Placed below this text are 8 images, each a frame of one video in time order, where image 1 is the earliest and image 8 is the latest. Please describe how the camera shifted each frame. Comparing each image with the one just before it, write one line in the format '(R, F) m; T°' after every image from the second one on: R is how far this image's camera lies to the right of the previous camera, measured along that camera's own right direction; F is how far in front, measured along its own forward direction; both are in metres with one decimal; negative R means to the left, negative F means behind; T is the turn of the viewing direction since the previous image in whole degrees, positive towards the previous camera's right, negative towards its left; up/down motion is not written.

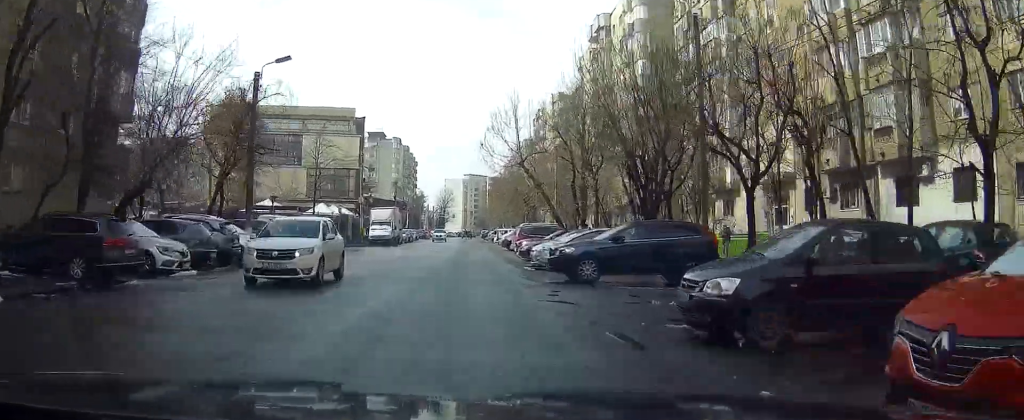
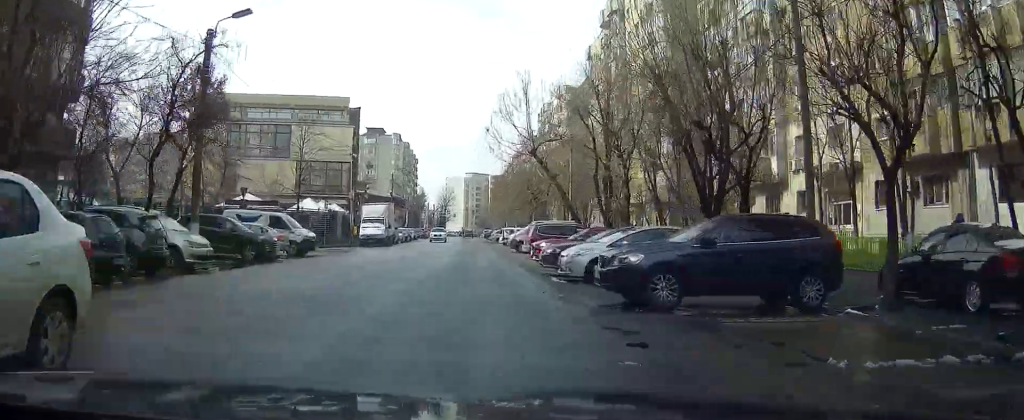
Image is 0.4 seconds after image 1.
(0.0, +6.6) m; 0°
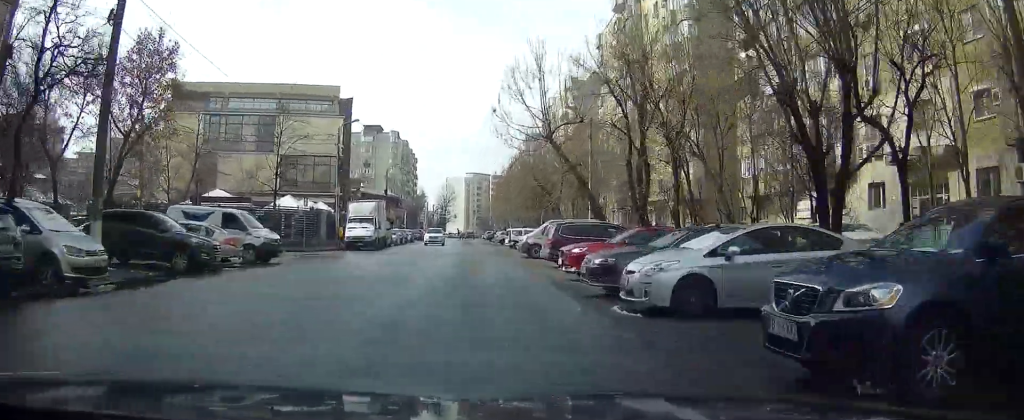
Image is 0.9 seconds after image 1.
(+0.1, +7.1) m; +1°
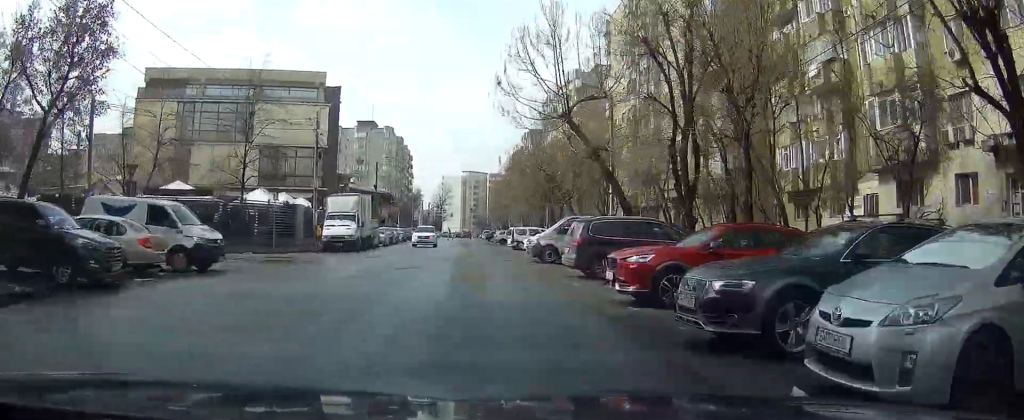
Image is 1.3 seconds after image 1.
(0.0, +6.6) m; +1°
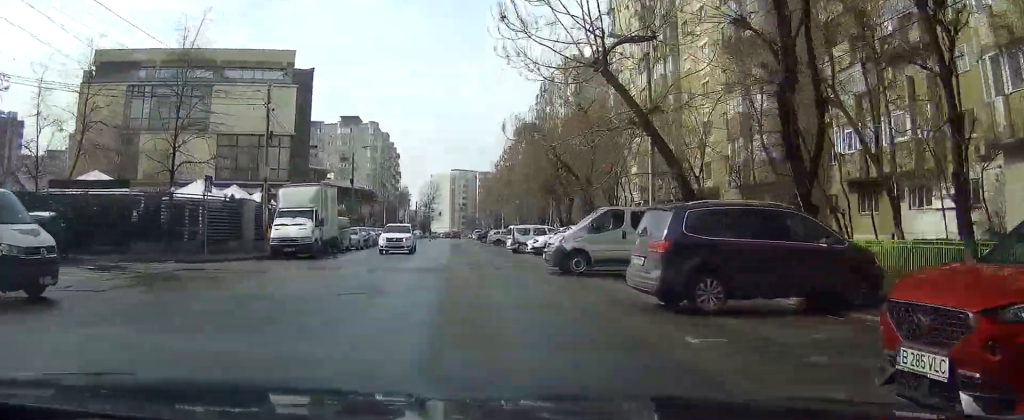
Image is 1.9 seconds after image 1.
(+0.2, +9.0) m; +1°
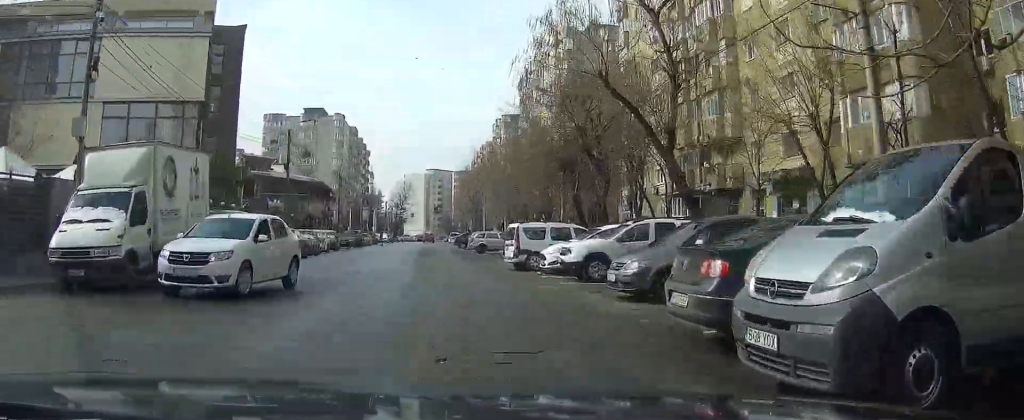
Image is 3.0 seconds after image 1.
(+0.2, +16.2) m; 0°
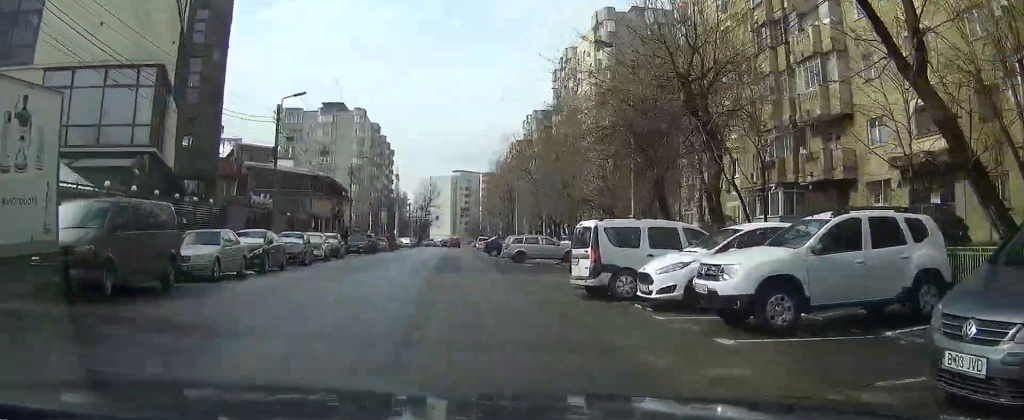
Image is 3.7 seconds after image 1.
(0.0, +9.6) m; -1°
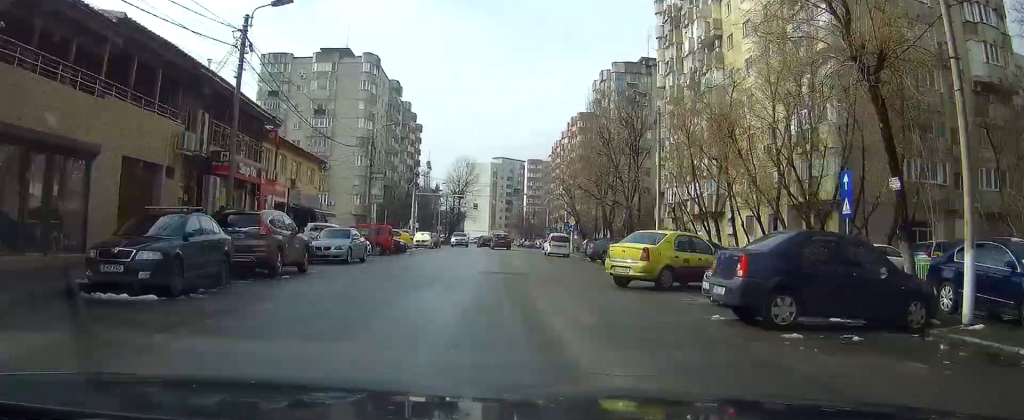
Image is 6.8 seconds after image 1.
(-2.0, +42.5) m; -3°
